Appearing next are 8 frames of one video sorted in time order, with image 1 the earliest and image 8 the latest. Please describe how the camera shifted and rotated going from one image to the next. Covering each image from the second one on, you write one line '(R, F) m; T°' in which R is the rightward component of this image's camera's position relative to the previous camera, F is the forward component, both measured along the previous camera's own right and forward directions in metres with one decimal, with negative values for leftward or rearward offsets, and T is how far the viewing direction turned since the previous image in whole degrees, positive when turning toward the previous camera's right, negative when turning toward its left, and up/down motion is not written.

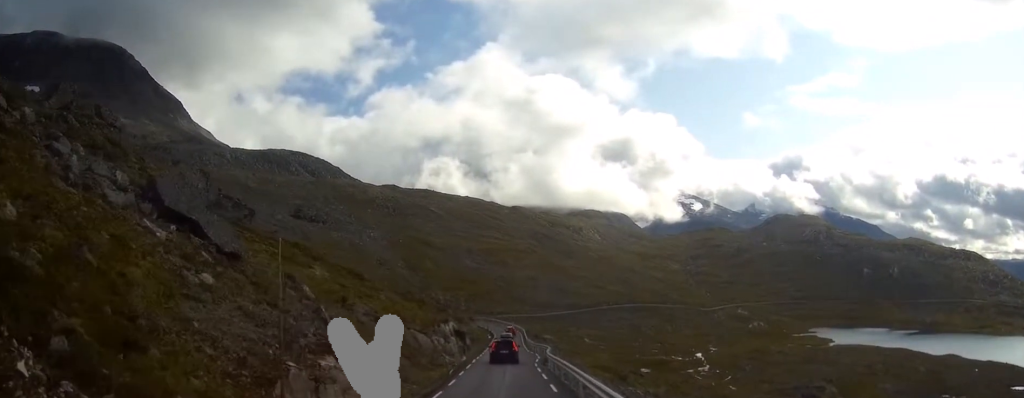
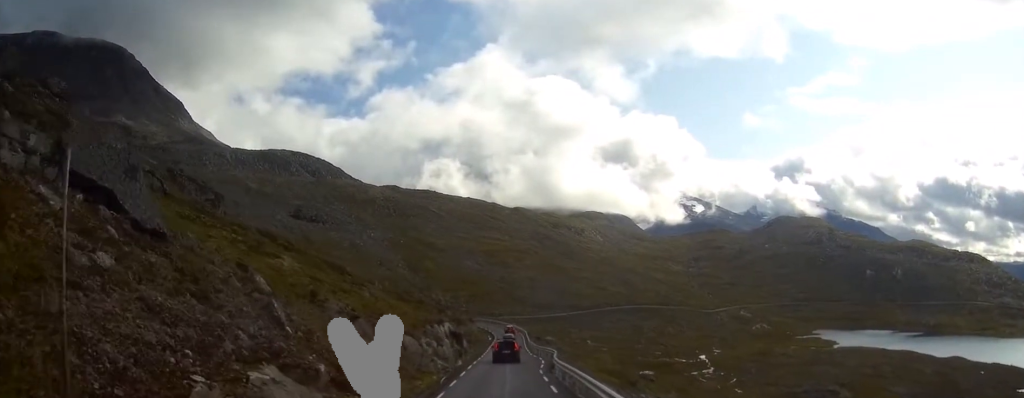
(-0.1, +5.7) m; 0°
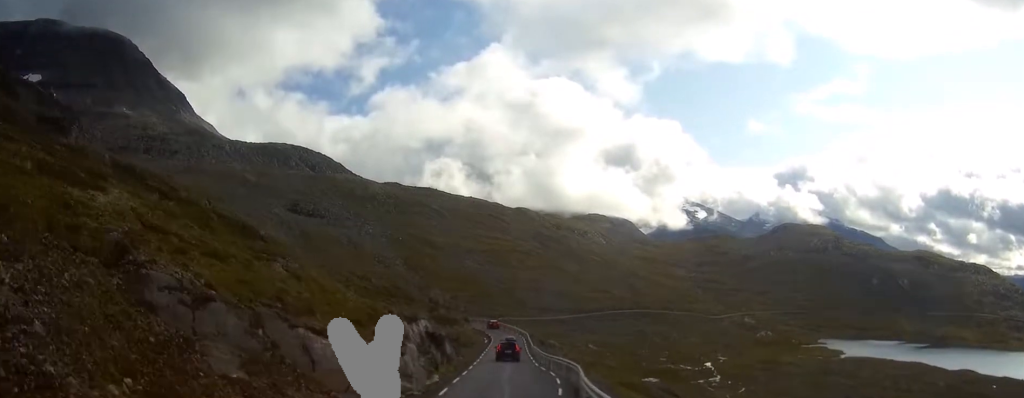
(+0.1, +16.2) m; +1°
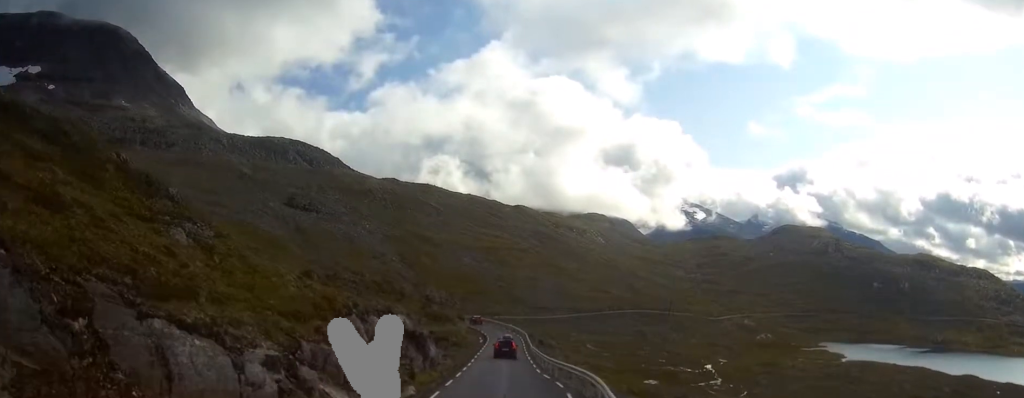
(+0.1, +8.0) m; 0°
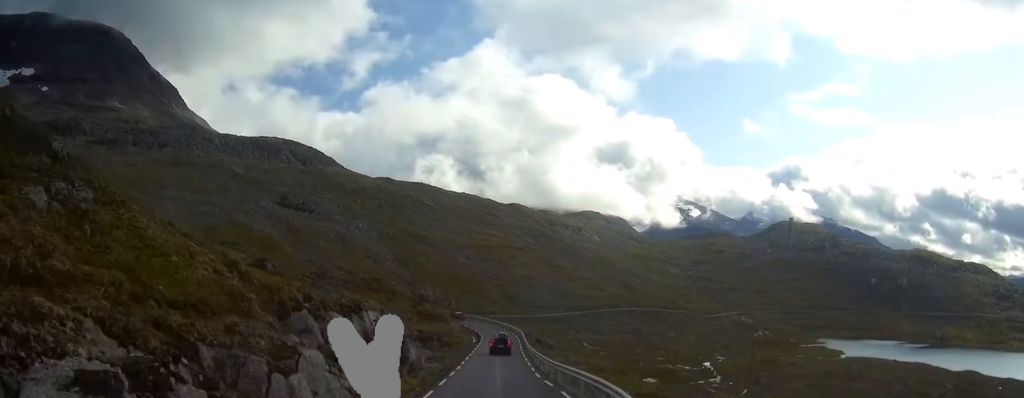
(0.0, +6.0) m; 0°
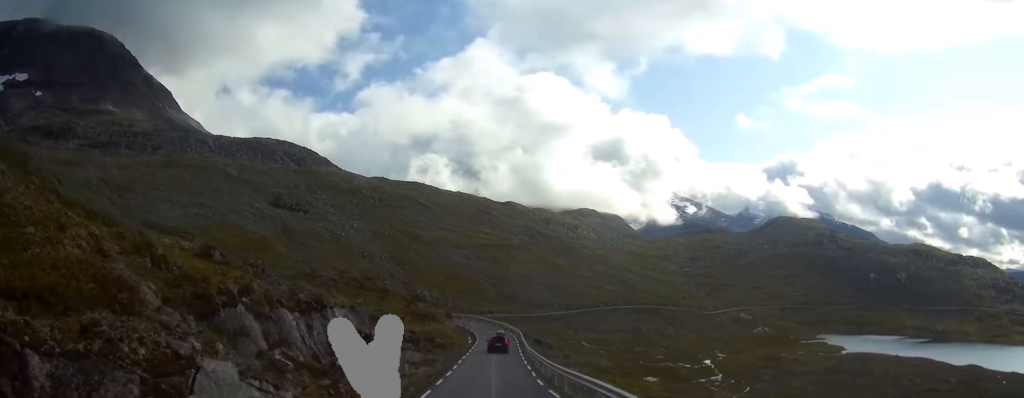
(0.0, +5.1) m; 0°
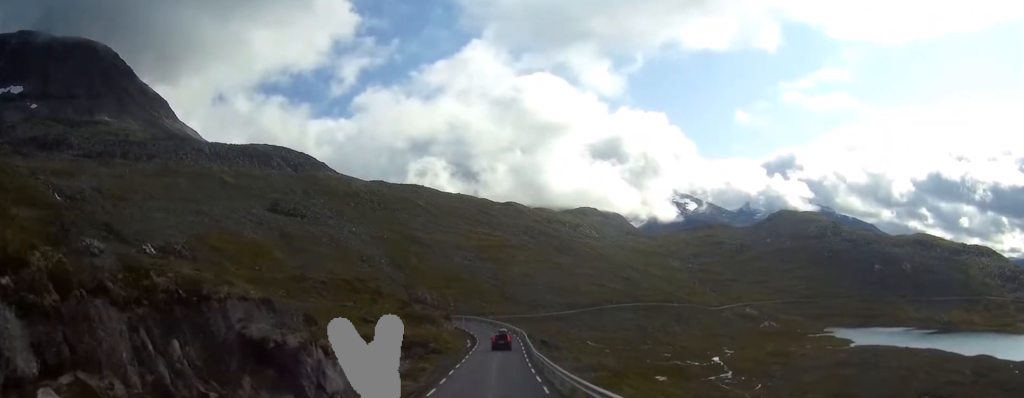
(0.0, +9.4) m; 0°
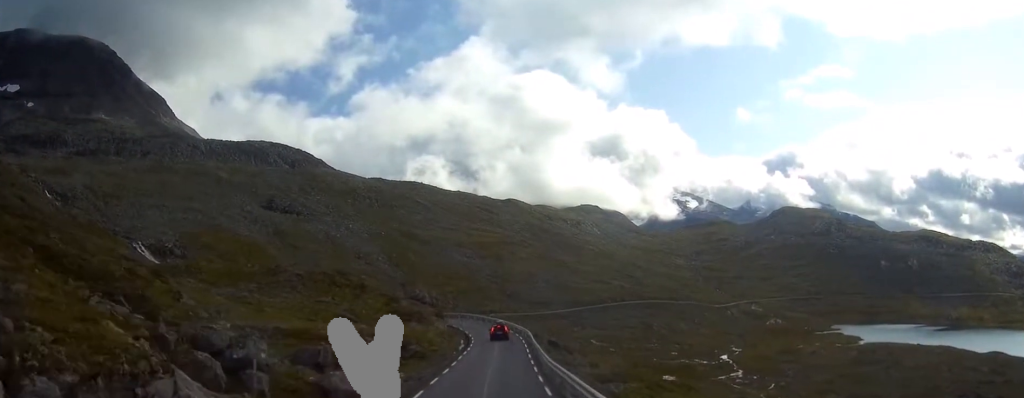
(0.0, +14.6) m; 0°
